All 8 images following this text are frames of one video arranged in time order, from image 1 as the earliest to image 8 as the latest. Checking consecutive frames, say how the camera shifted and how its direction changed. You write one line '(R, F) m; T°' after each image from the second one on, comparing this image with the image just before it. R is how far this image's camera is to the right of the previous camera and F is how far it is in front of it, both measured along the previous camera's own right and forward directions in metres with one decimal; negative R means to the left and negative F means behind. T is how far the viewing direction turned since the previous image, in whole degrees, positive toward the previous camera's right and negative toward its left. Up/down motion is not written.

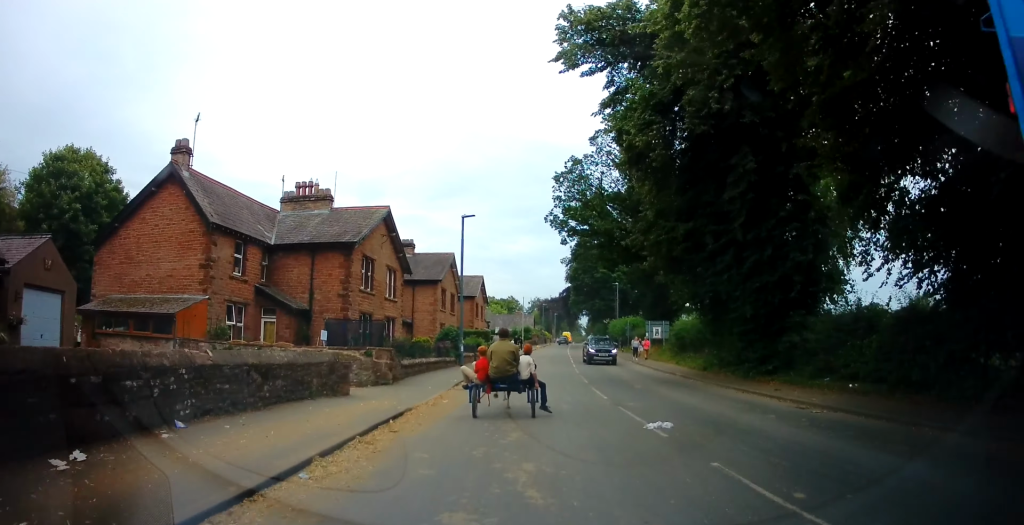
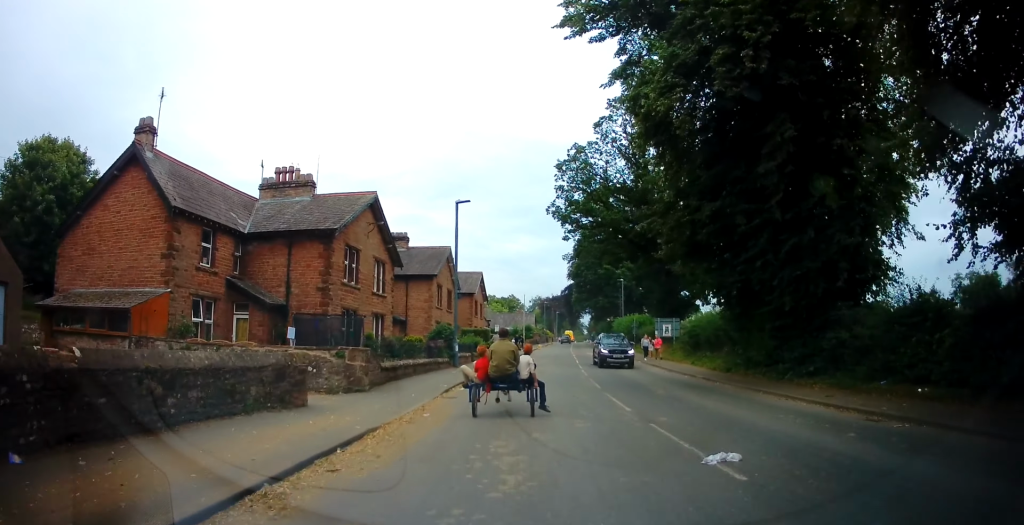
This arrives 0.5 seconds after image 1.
(+0.1, +2.6) m; +1°
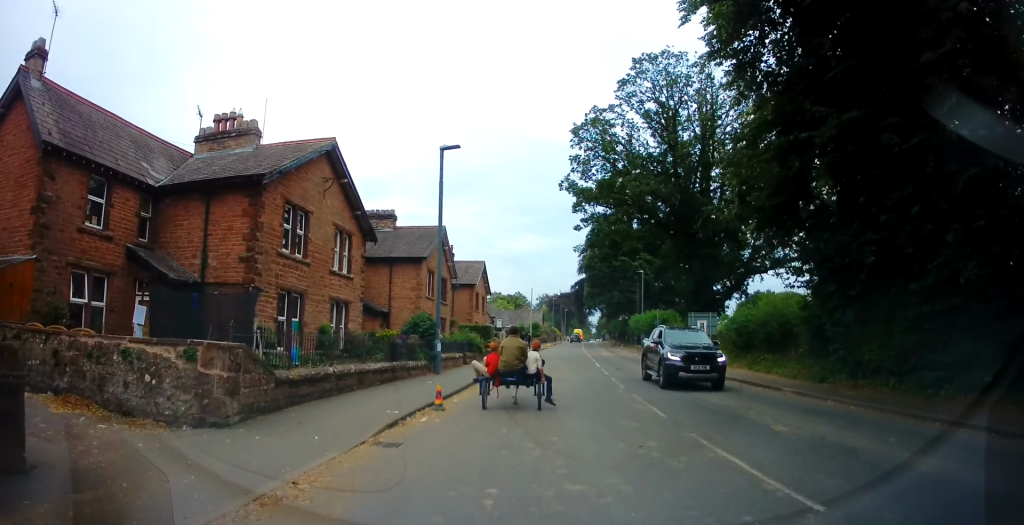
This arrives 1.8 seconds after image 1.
(+0.1, +6.9) m; -2°
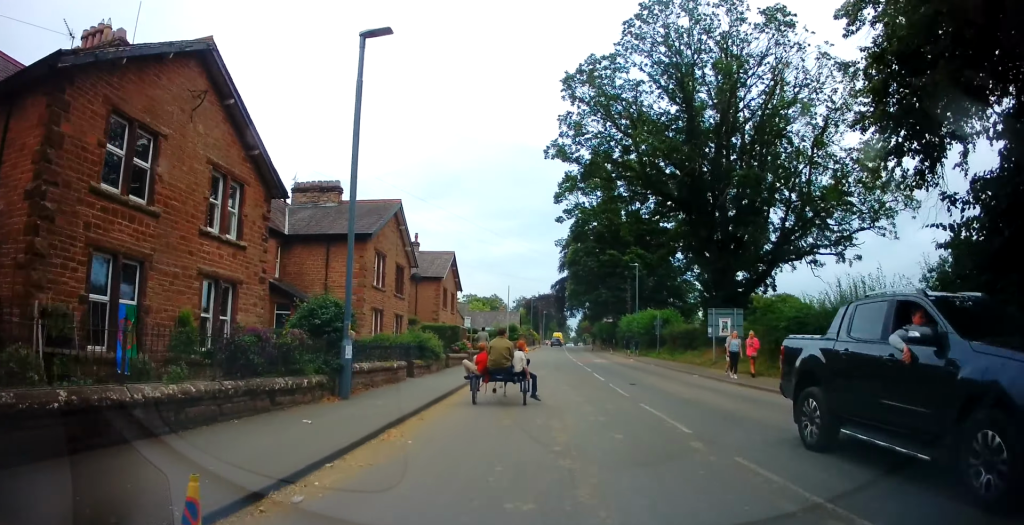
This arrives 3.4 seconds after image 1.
(+0.1, +7.7) m; +3°
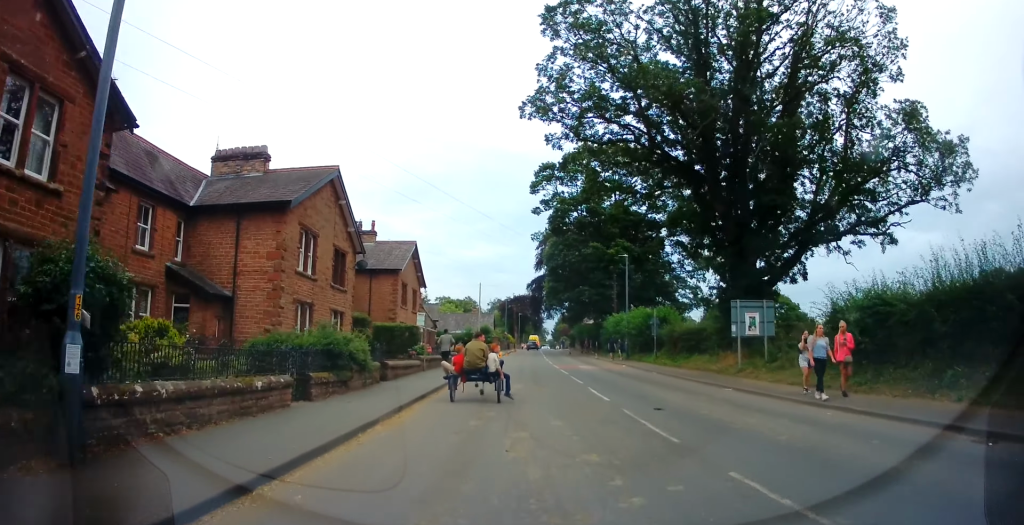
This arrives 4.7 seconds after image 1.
(-0.1, +6.4) m; 0°
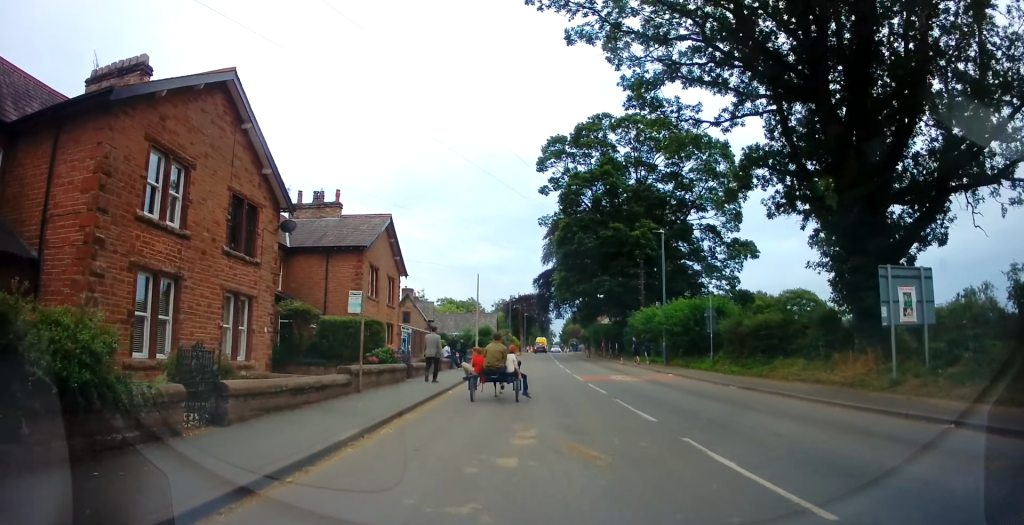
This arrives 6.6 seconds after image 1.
(+0.4, +9.9) m; +1°
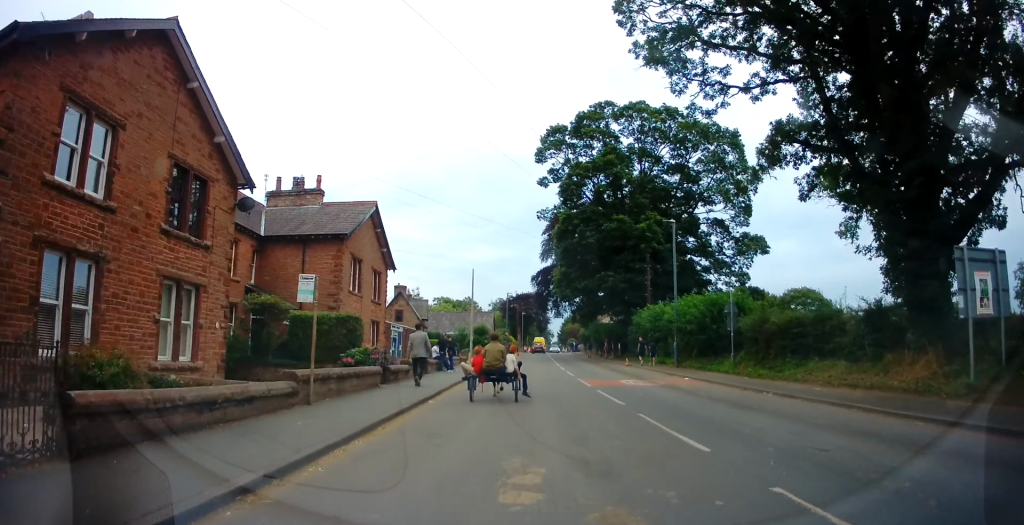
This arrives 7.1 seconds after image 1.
(0.0, +2.9) m; -1°
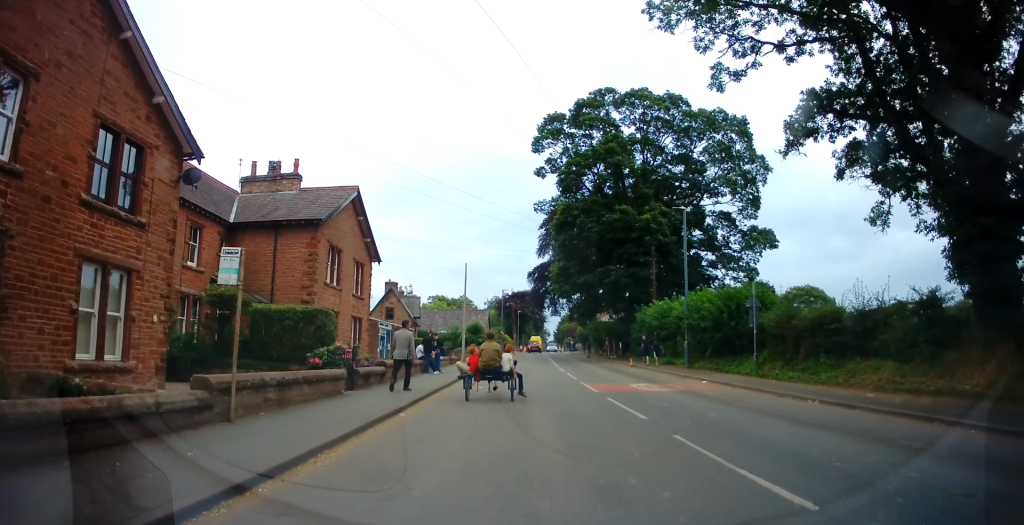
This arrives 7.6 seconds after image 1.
(0.0, +2.7) m; 0°
